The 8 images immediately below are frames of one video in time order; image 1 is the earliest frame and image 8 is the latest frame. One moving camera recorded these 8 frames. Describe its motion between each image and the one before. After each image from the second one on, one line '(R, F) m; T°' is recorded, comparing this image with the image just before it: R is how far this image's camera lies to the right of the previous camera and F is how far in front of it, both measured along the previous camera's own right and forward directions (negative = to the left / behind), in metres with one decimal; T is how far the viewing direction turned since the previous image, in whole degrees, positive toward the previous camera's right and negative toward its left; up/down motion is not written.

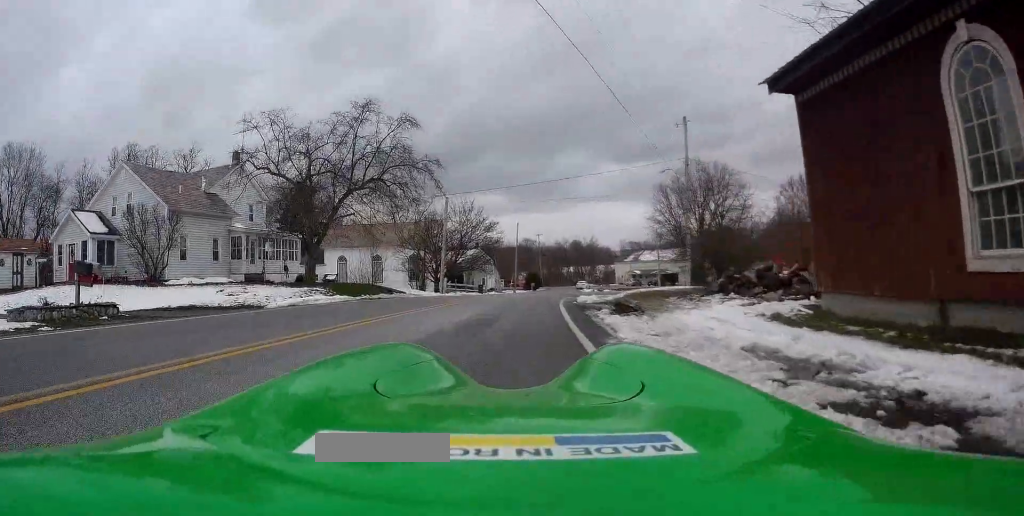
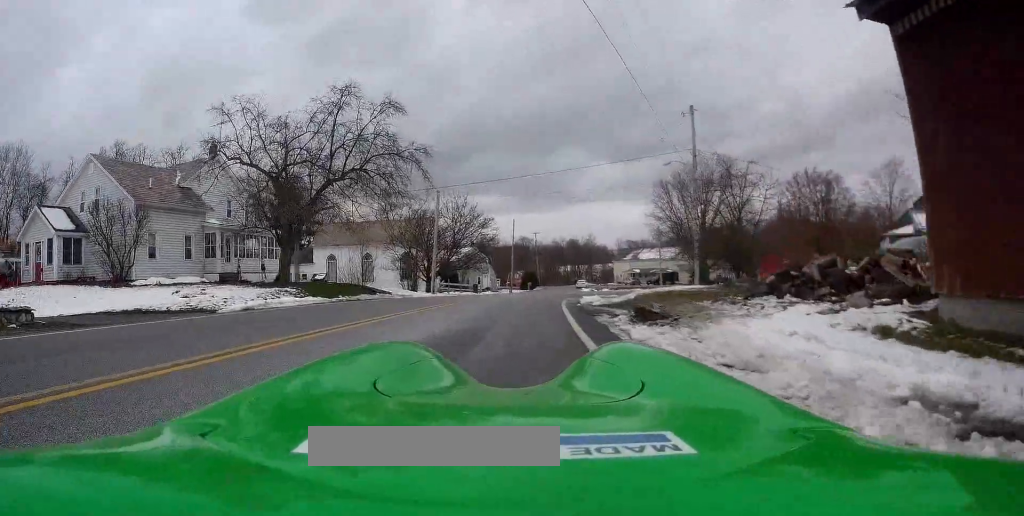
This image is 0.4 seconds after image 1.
(+0.2, +2.9) m; 0°
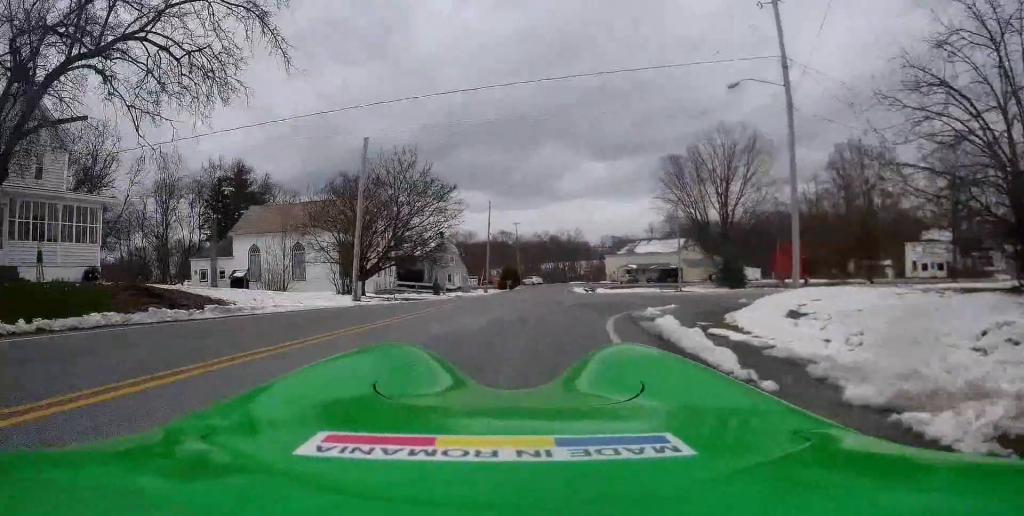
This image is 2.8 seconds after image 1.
(+0.2, +16.4) m; +4°
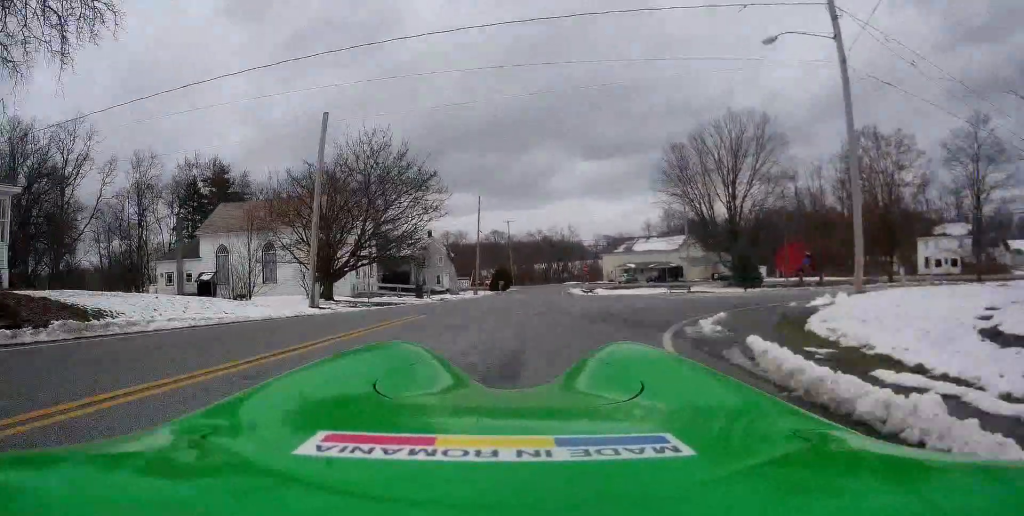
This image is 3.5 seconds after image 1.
(0.0, +5.1) m; 0°
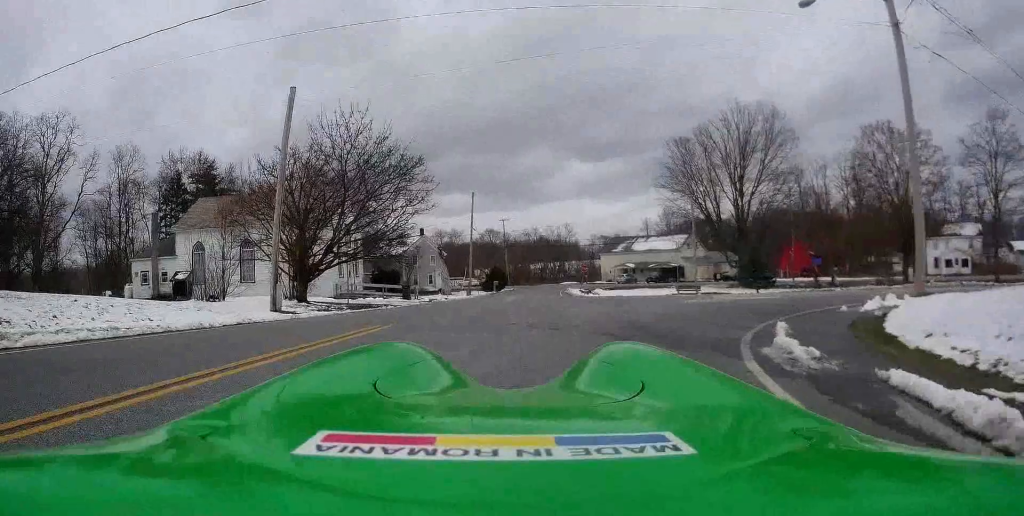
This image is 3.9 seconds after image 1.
(0.0, +3.3) m; 0°
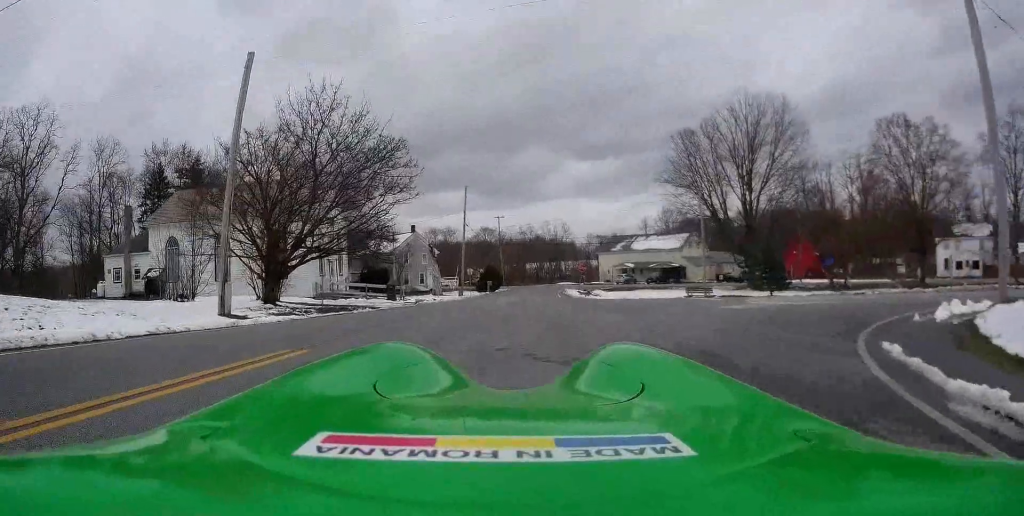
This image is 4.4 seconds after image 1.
(0.0, +3.3) m; 0°
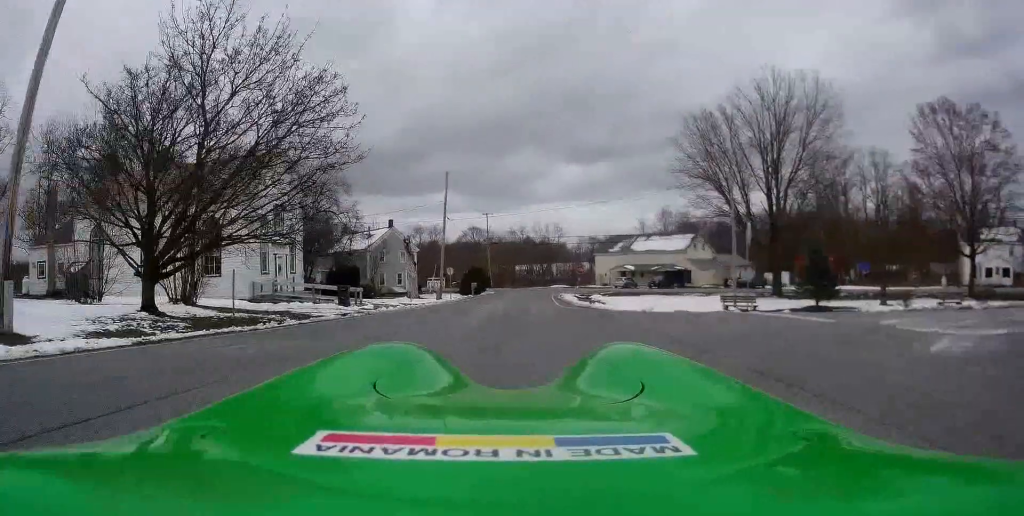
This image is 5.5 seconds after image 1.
(0.0, +8.1) m; 0°
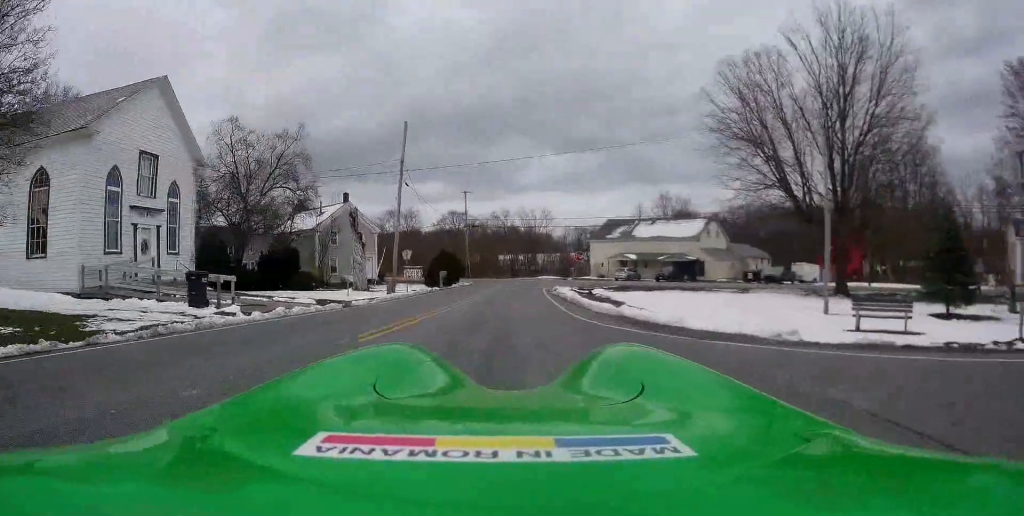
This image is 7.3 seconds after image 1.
(0.0, +13.1) m; +3°
